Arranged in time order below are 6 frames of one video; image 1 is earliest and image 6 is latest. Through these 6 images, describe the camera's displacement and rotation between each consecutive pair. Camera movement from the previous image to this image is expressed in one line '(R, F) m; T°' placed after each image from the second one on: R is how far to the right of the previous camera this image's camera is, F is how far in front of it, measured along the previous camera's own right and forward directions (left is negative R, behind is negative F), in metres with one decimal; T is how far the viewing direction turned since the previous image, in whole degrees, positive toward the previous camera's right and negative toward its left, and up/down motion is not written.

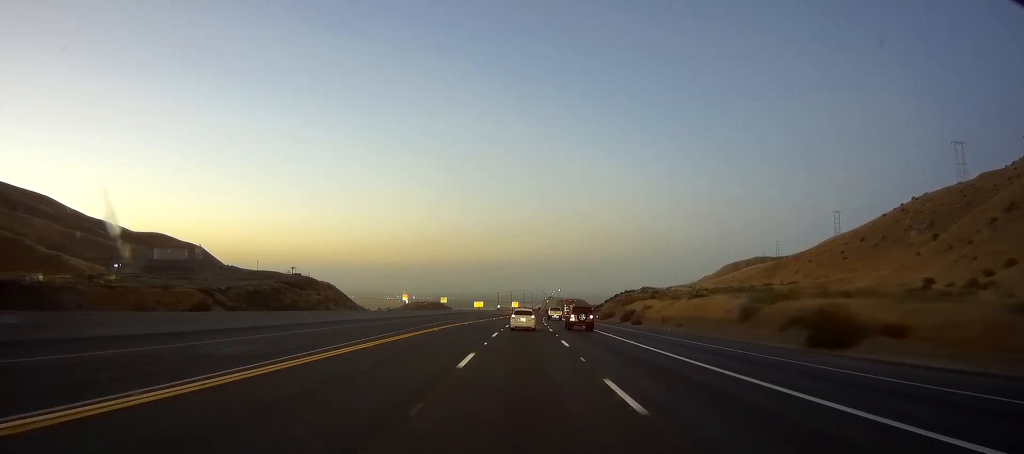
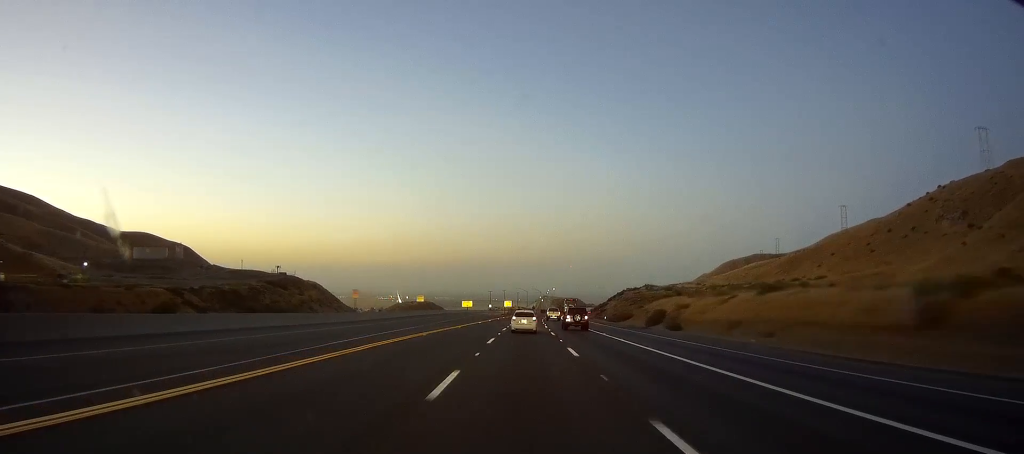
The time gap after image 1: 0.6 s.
(+0.4, +18.9) m; 0°
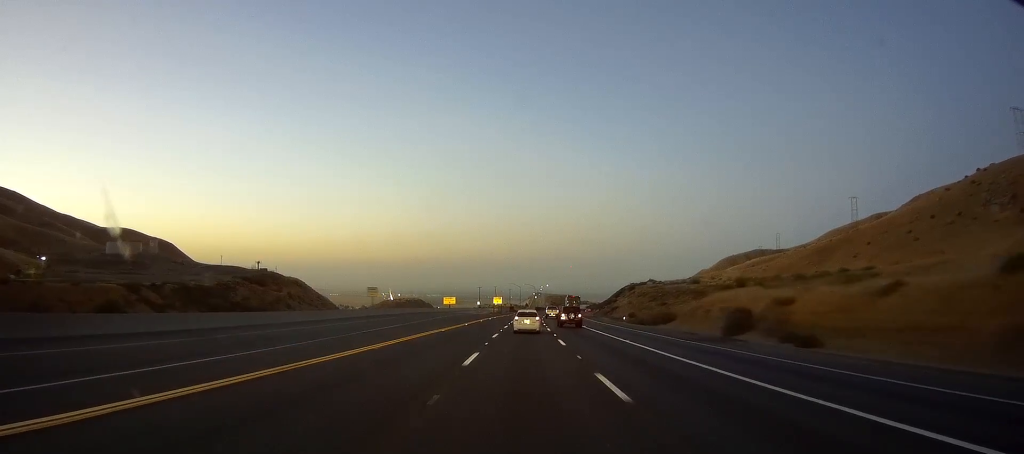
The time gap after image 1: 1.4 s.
(-0.6, +24.2) m; +1°
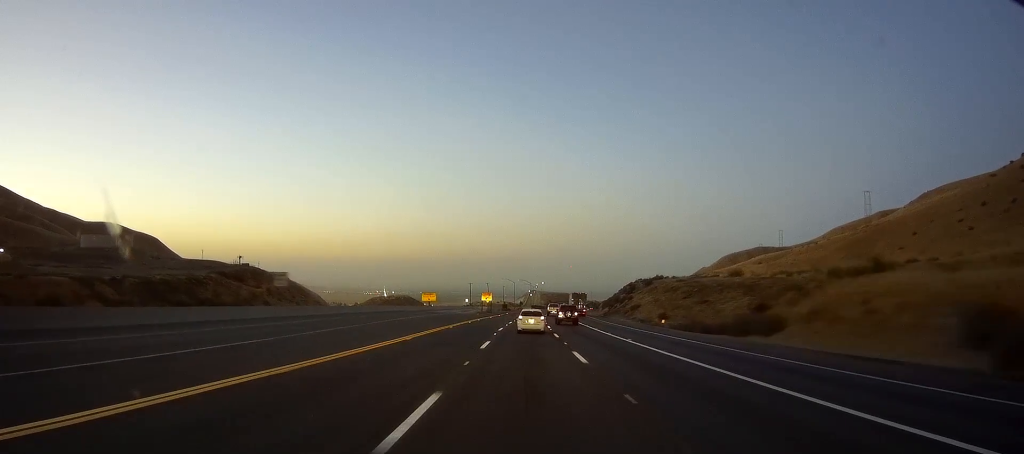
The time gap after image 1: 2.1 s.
(+0.6, +23.1) m; +1°
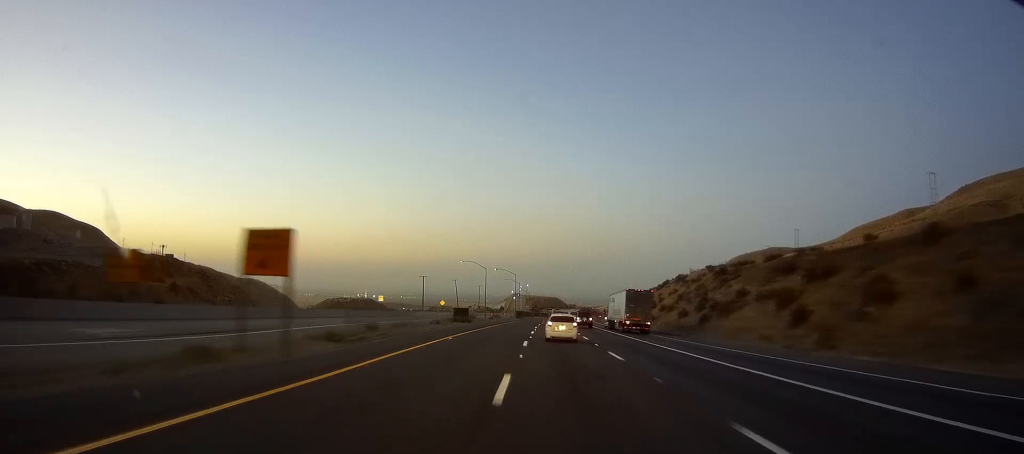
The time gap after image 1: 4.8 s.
(+1.5, +85.2) m; +2°
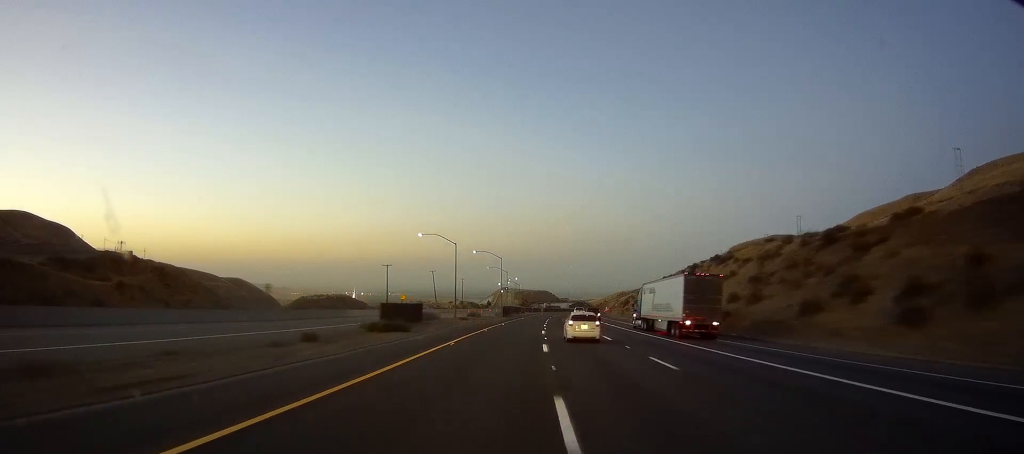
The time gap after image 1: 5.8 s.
(+0.2, +32.9) m; +1°
